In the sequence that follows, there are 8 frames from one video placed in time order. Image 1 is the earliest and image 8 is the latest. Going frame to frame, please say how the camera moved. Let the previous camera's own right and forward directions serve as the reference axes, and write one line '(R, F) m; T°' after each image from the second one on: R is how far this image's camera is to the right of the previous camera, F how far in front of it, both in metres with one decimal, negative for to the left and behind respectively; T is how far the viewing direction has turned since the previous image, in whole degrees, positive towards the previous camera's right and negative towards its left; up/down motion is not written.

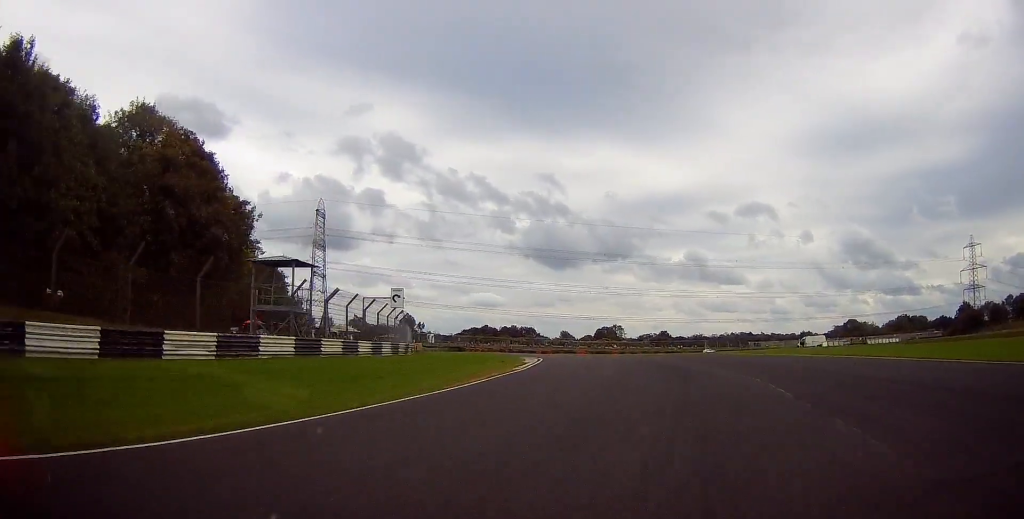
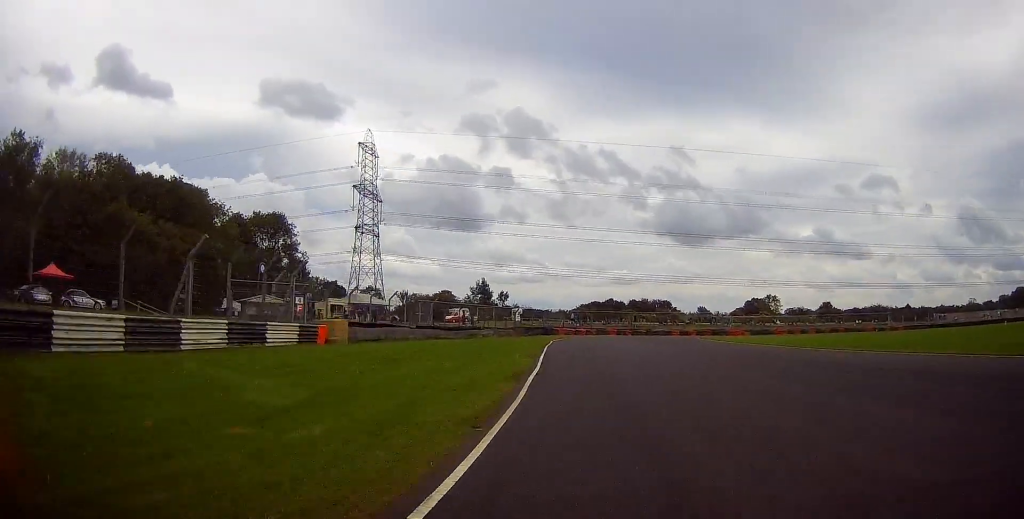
(-5.4, +59.4) m; -9°
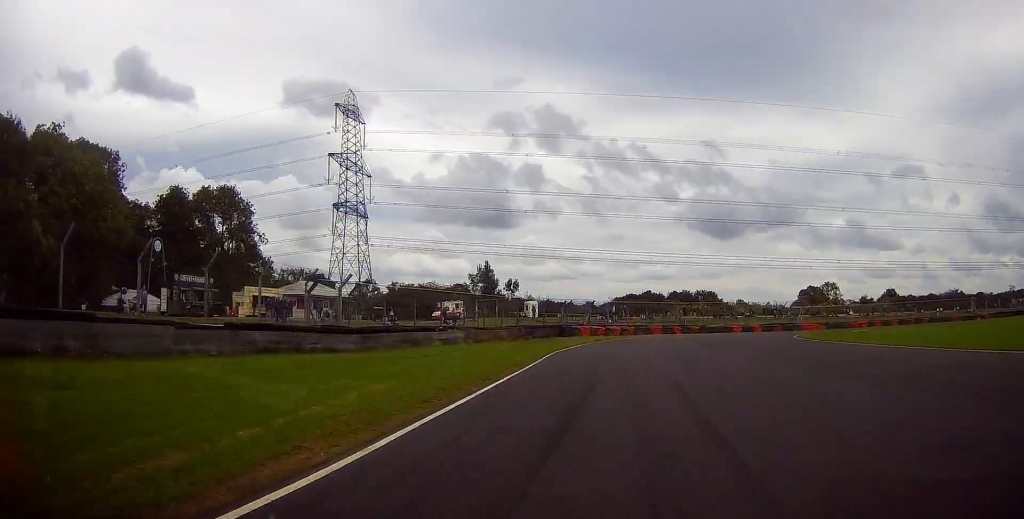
(-1.7, +30.0) m; -4°
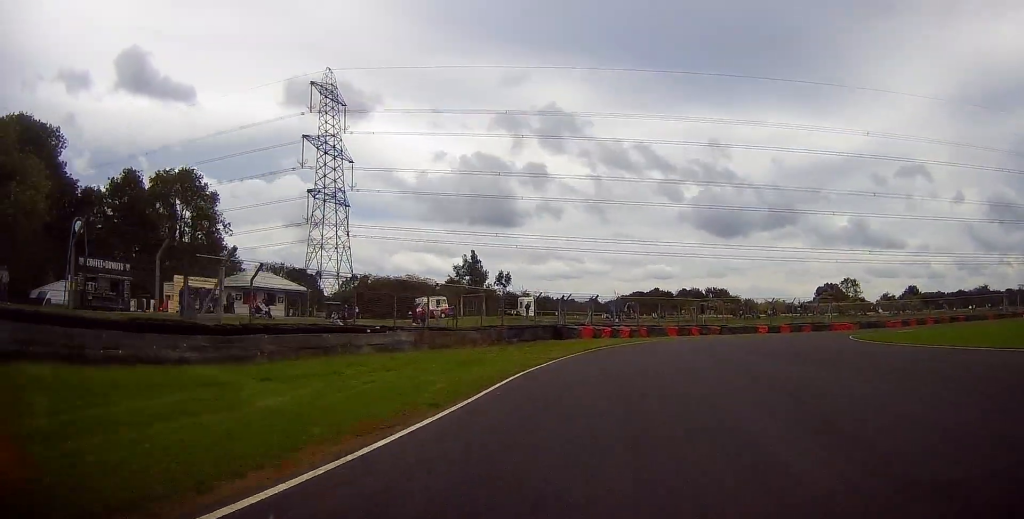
(-0.1, +12.8) m; +2°
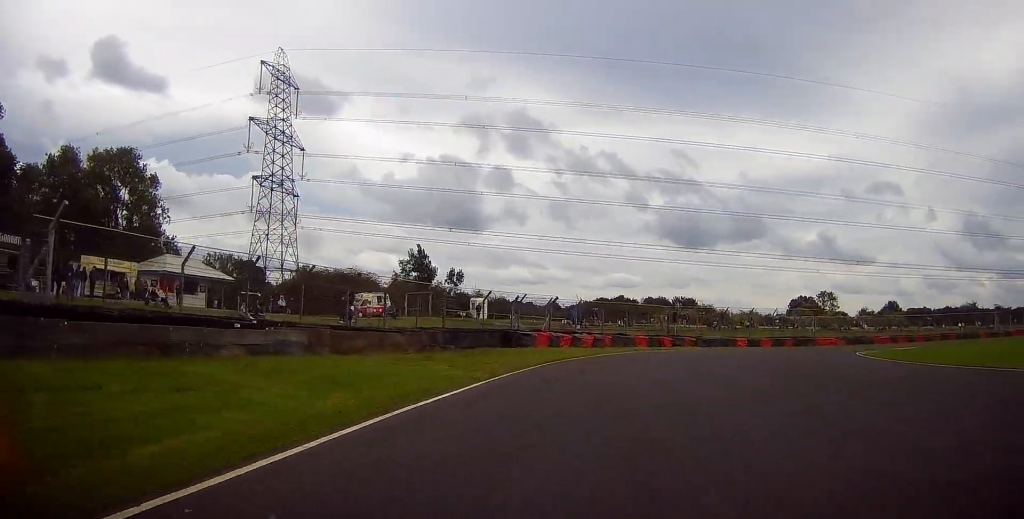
(-0.4, +8.8) m; +2°
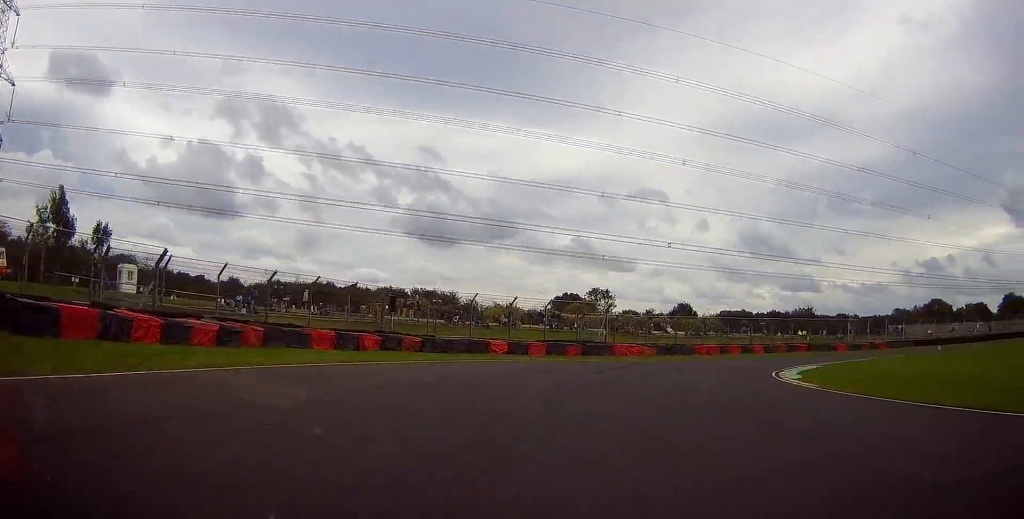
(+3.2, +25.6) m; +18°
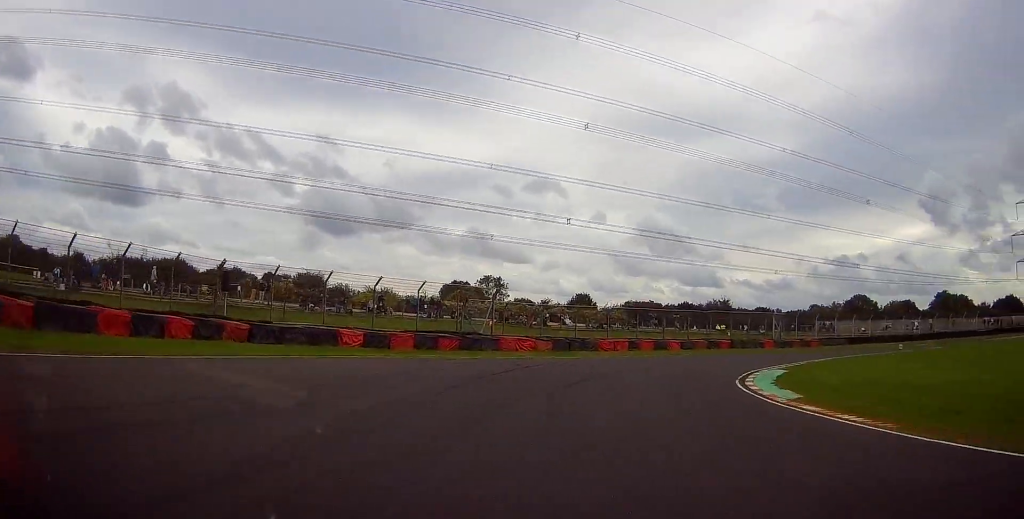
(+1.0, +10.0) m; +9°
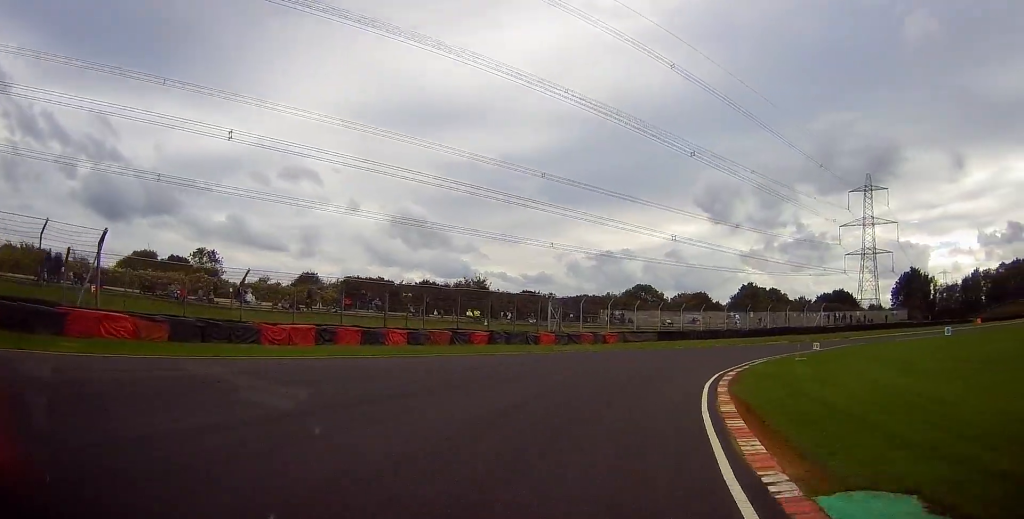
(+4.1, +22.8) m; +21°
